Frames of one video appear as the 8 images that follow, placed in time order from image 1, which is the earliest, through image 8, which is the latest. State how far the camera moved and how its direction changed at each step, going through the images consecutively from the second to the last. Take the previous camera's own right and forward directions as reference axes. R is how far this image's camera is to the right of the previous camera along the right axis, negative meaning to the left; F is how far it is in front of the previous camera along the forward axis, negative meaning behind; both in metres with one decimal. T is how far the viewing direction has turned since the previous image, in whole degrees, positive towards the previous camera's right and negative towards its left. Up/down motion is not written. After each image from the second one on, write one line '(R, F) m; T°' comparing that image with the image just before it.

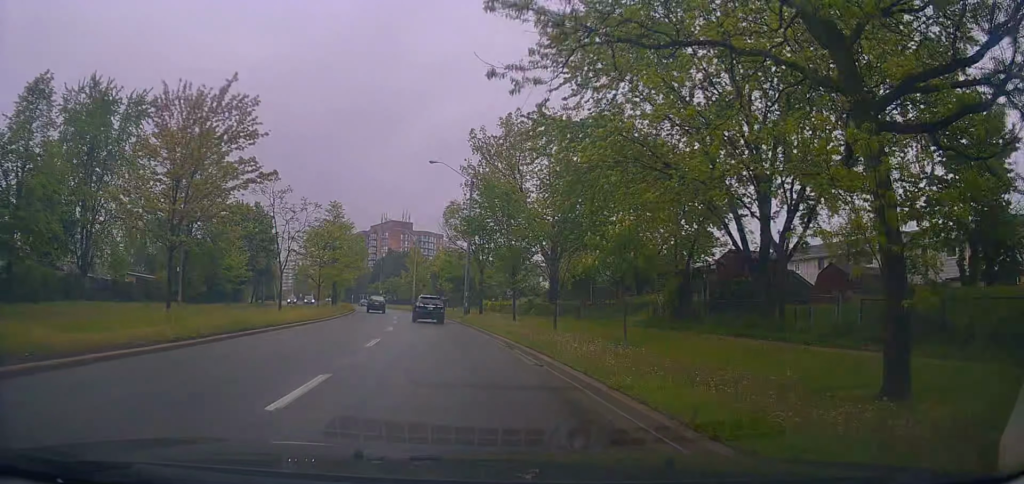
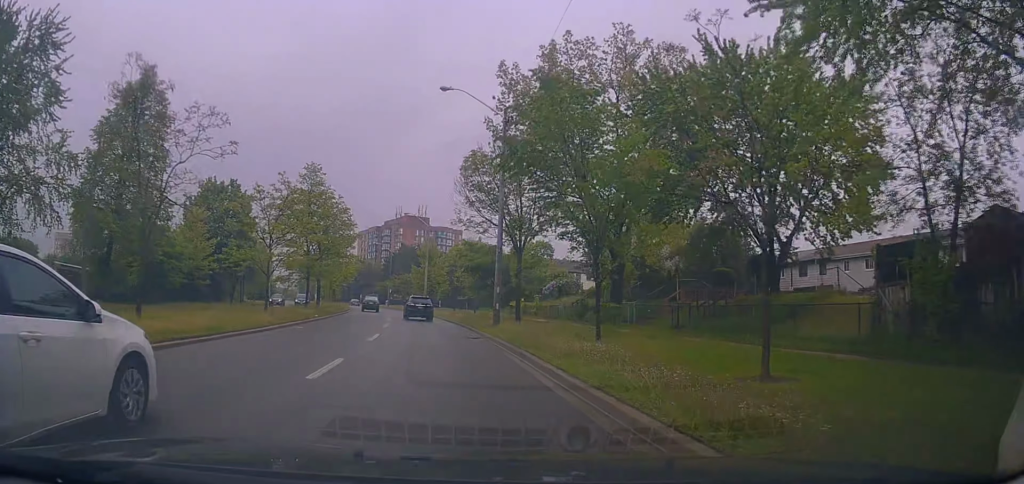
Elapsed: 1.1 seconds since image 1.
(-0.4, +15.1) m; -2°
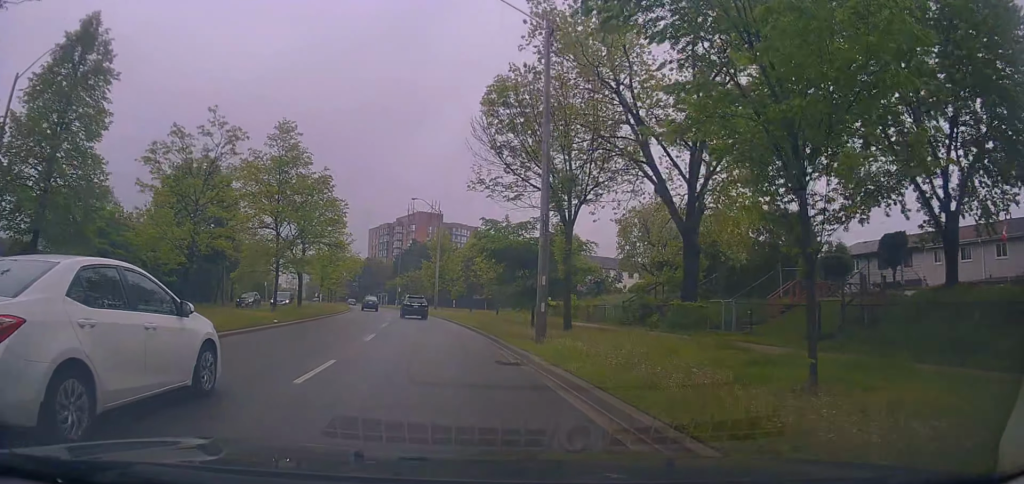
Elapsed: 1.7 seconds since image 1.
(-0.1, +8.9) m; -1°
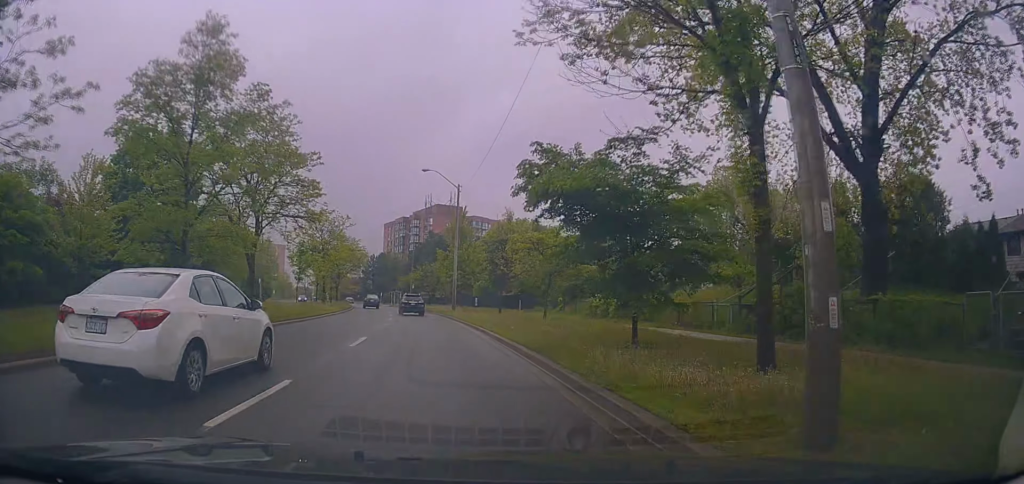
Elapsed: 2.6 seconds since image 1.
(+0.2, +12.2) m; -1°
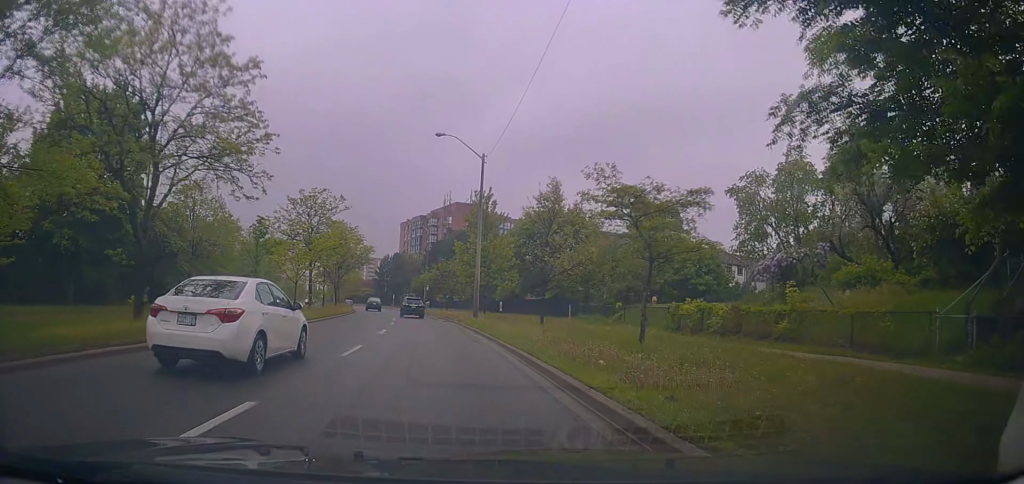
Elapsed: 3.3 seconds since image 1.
(-0.3, +10.7) m; -3°
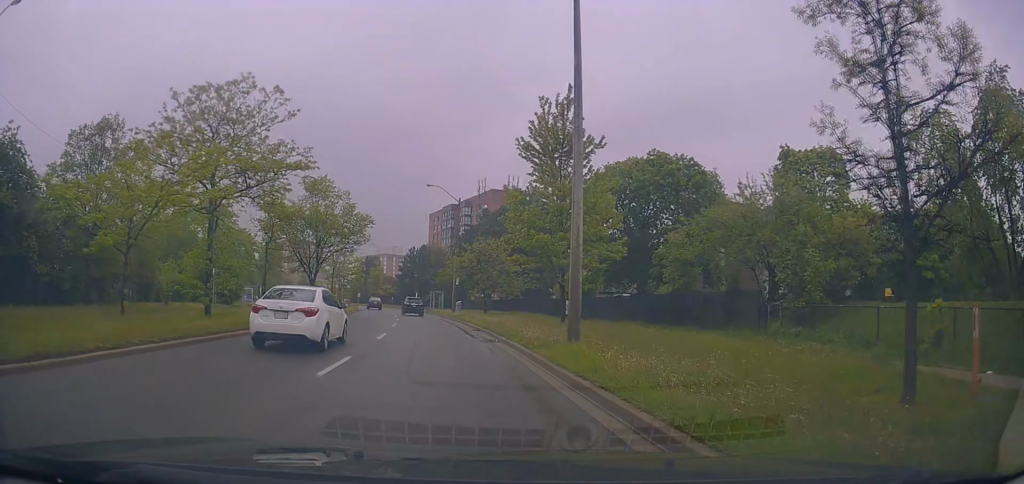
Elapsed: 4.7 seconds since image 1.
(-0.6, +21.0) m; -3°
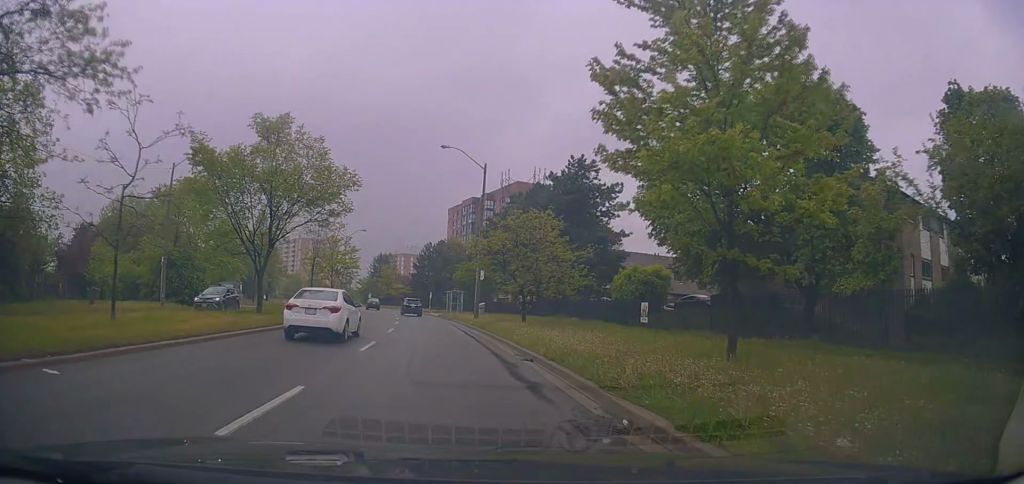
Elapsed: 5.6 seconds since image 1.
(-0.1, +13.4) m; -3°
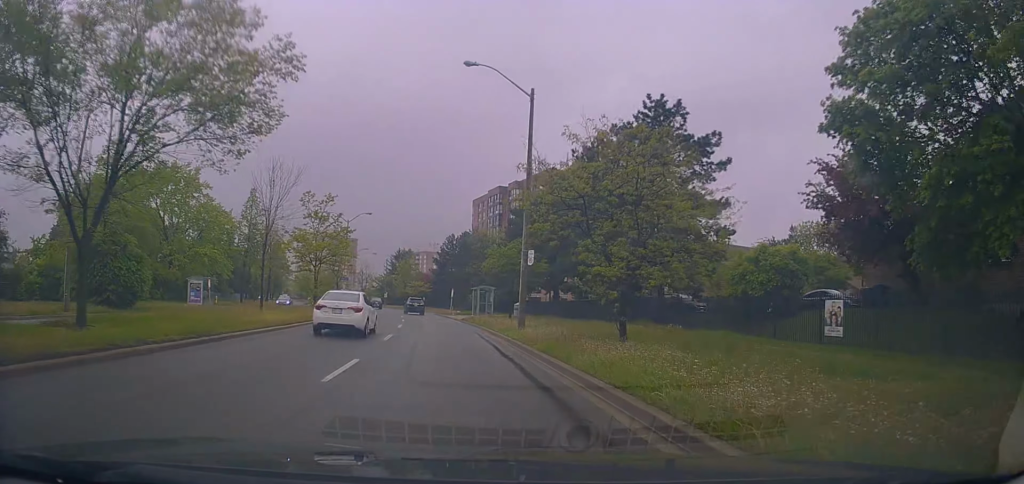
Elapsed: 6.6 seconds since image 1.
(-0.6, +14.2) m; -2°
